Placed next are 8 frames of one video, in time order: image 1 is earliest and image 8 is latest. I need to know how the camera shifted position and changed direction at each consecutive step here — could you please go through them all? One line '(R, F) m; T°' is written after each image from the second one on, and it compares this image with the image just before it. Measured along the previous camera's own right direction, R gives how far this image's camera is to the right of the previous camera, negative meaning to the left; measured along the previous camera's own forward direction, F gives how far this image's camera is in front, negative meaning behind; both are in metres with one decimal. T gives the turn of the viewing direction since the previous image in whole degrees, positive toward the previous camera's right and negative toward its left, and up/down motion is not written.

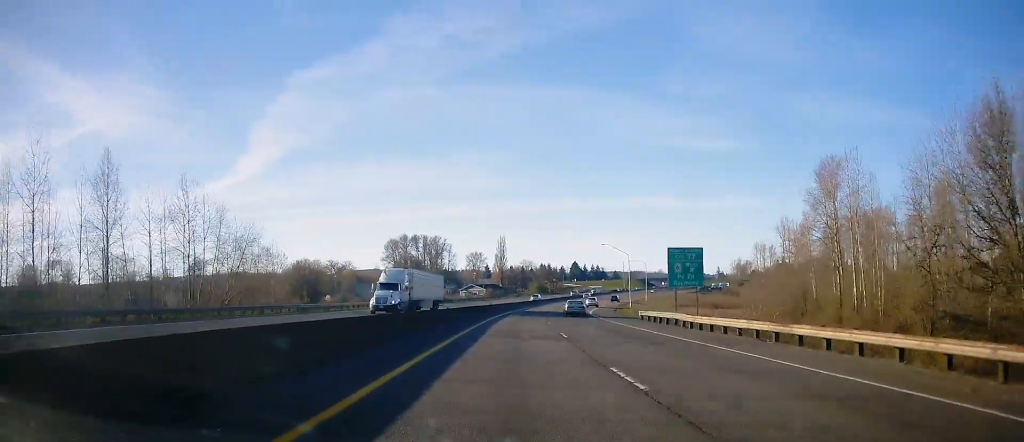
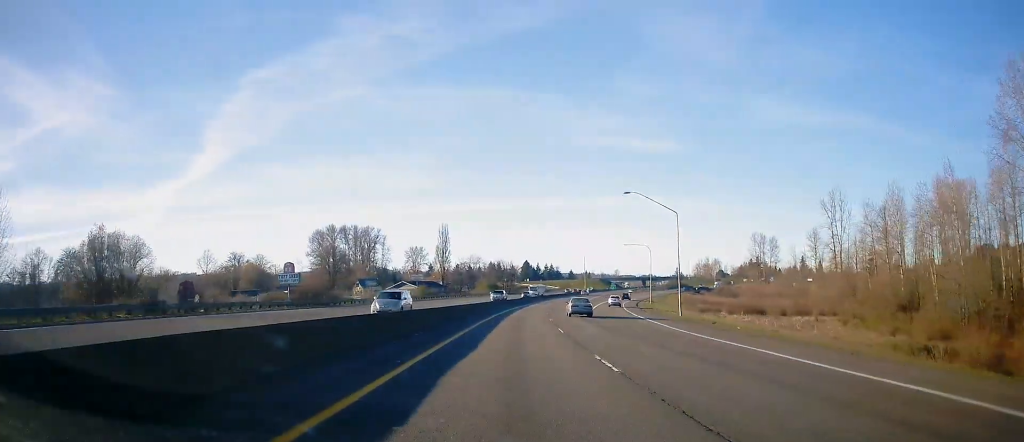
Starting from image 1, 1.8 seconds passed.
(+2.4, +59.0) m; +5°
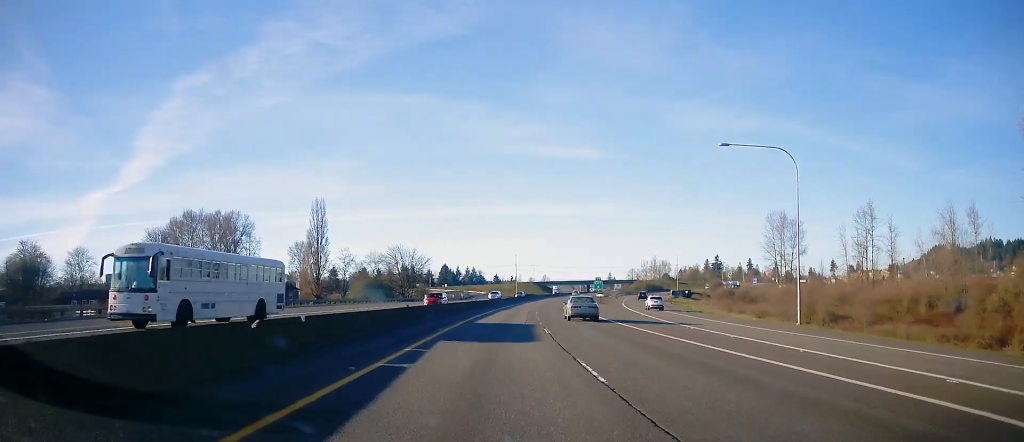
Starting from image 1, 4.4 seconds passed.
(+6.0, +86.5) m; +7°
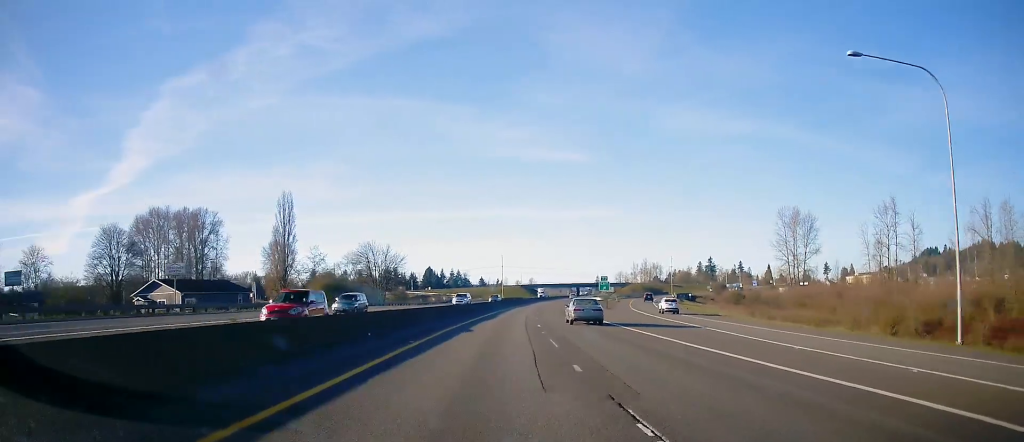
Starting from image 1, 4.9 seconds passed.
(0.0, +17.8) m; +1°
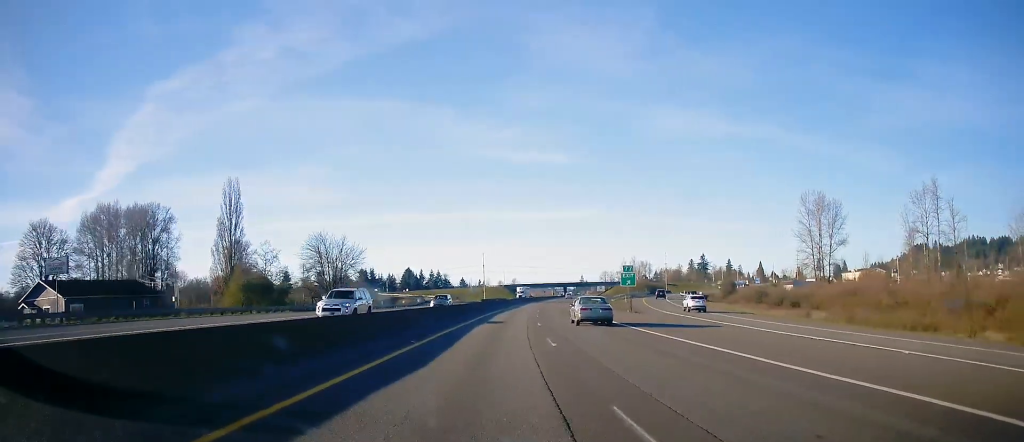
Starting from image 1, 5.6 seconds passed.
(+0.6, +24.5) m; +2°
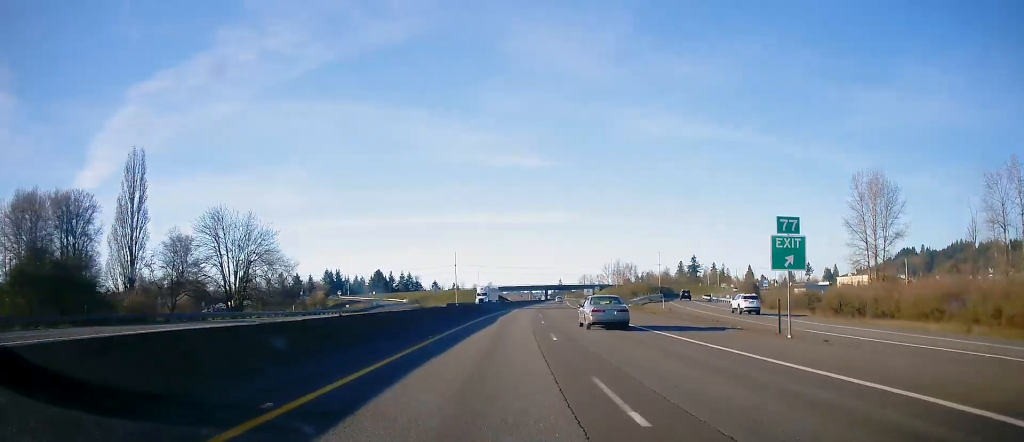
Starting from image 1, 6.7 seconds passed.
(+0.5, +34.5) m; +2°
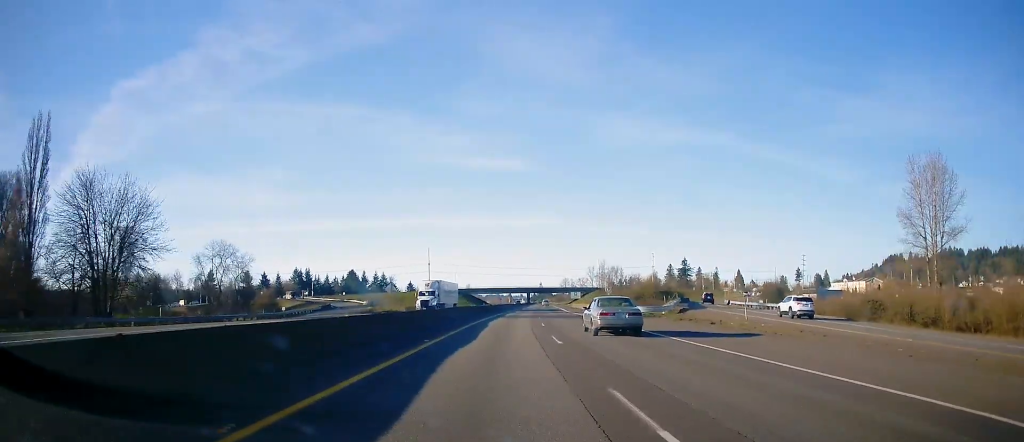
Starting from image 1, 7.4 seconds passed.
(+0.7, +25.5) m; +2°
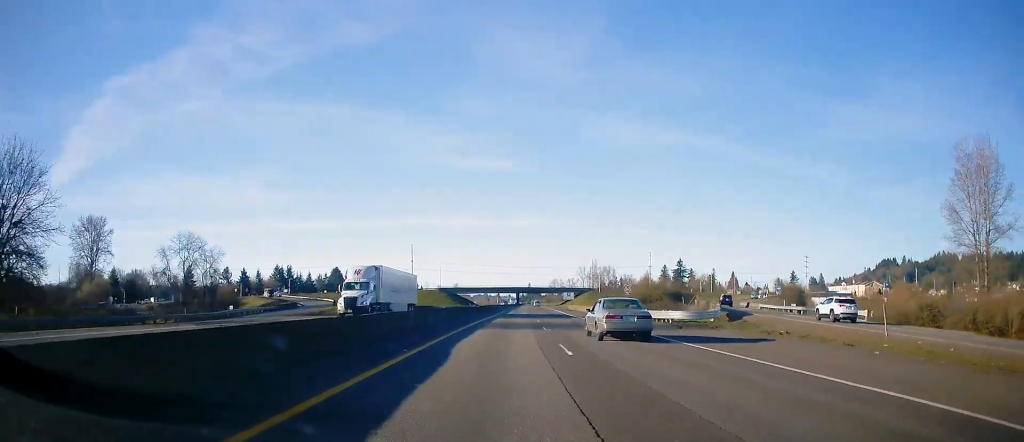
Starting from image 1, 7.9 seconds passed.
(+0.2, +15.5) m; +1°
